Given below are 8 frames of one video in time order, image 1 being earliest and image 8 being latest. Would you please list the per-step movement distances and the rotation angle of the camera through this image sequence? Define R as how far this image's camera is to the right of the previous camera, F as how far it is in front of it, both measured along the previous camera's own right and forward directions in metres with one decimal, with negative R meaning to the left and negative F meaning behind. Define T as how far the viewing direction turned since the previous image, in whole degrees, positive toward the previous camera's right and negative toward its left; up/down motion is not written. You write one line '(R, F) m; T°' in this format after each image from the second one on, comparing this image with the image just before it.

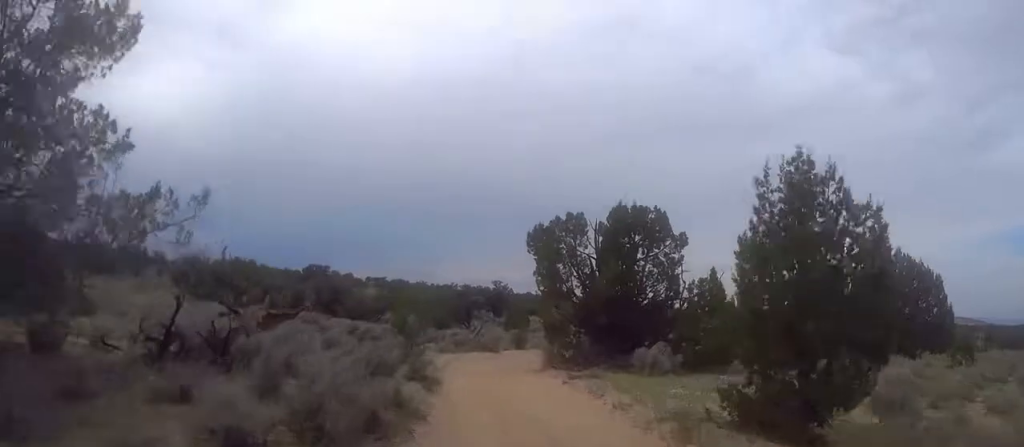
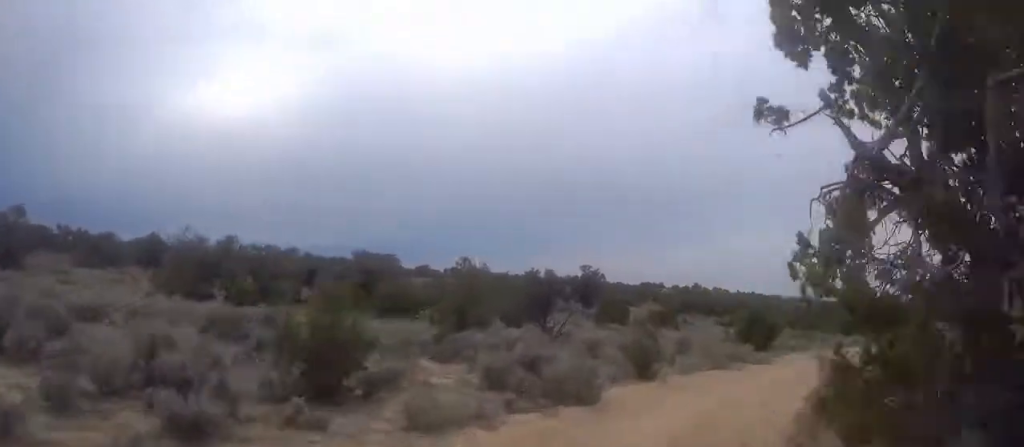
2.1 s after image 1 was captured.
(-0.3, +20.9) m; +1°
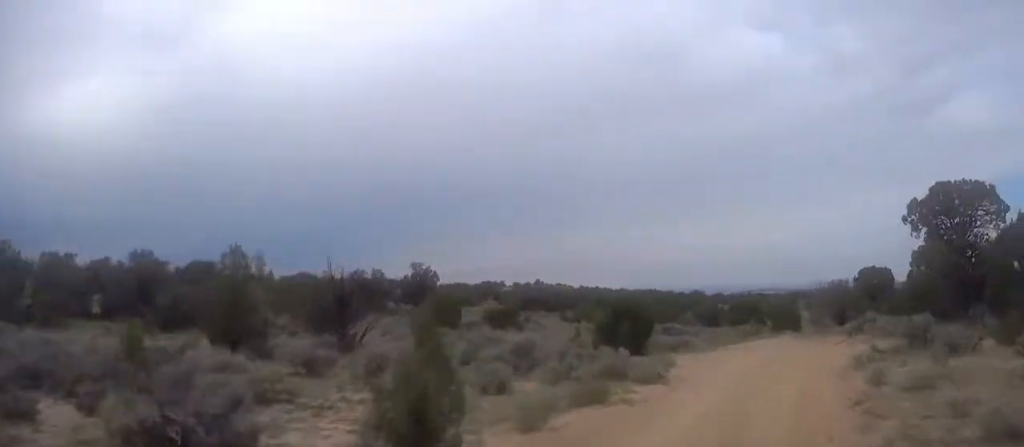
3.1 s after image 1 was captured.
(-0.3, +9.4) m; +6°
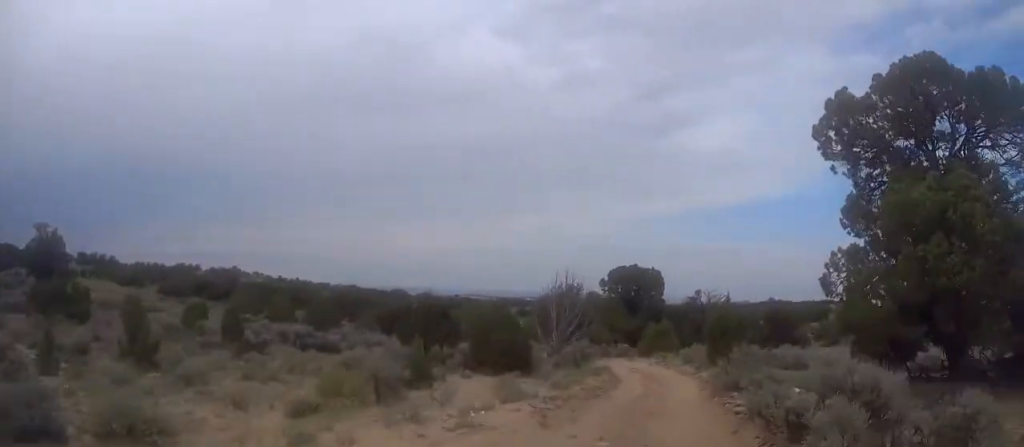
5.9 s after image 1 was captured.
(+4.4, +23.1) m; +20°
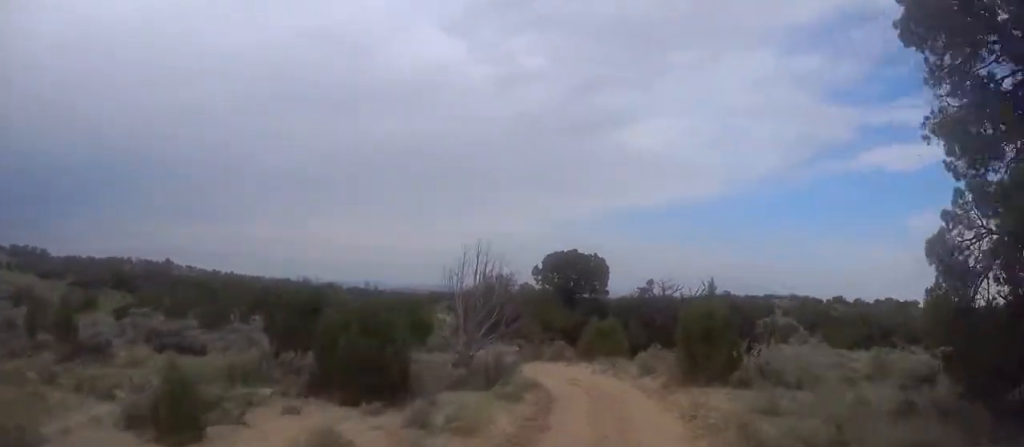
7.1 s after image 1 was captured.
(+0.4, +8.9) m; +1°
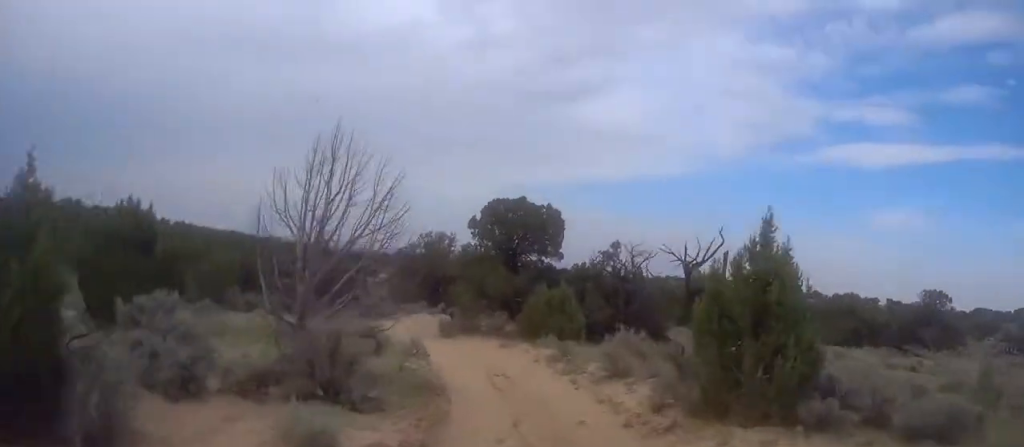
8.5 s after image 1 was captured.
(+0.1, +10.8) m; -2°
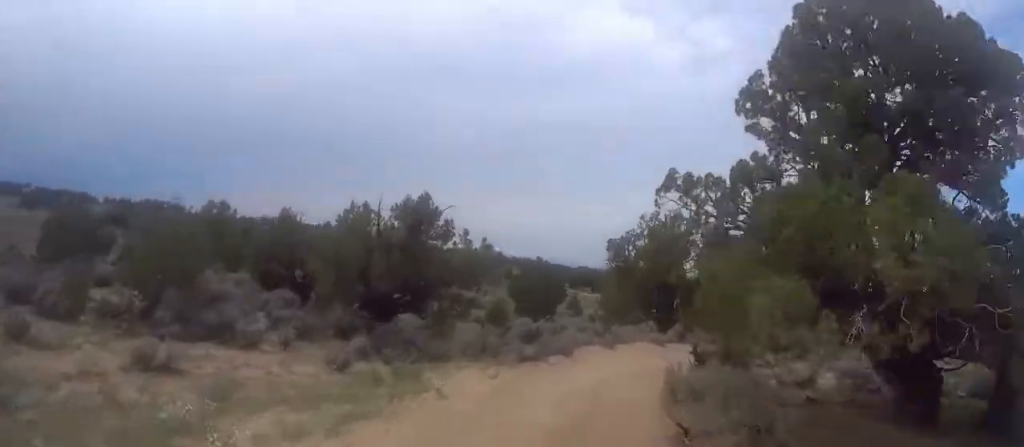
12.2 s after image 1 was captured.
(-4.2, +27.6) m; -12°
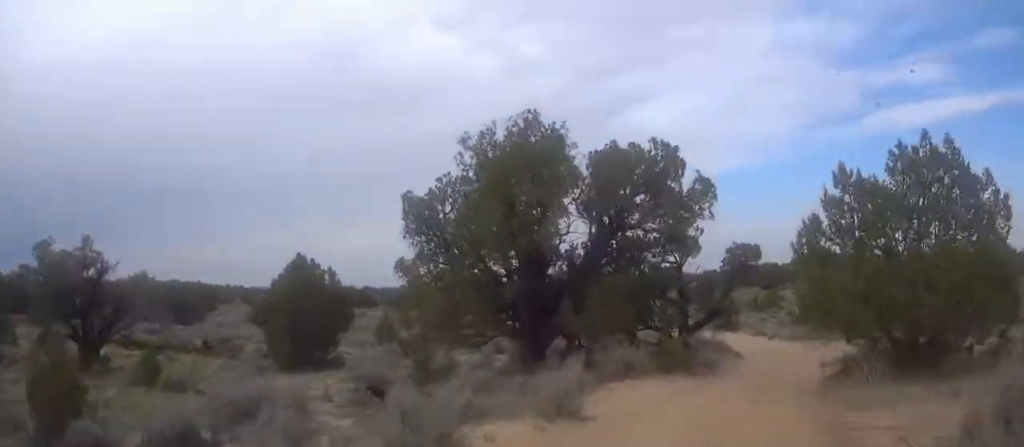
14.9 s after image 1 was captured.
(+3.2, +19.6) m; +26°
